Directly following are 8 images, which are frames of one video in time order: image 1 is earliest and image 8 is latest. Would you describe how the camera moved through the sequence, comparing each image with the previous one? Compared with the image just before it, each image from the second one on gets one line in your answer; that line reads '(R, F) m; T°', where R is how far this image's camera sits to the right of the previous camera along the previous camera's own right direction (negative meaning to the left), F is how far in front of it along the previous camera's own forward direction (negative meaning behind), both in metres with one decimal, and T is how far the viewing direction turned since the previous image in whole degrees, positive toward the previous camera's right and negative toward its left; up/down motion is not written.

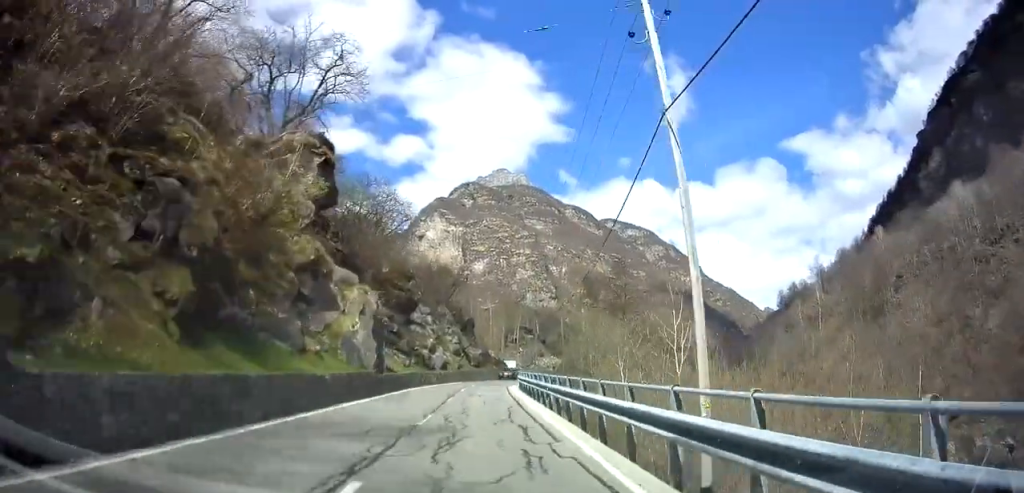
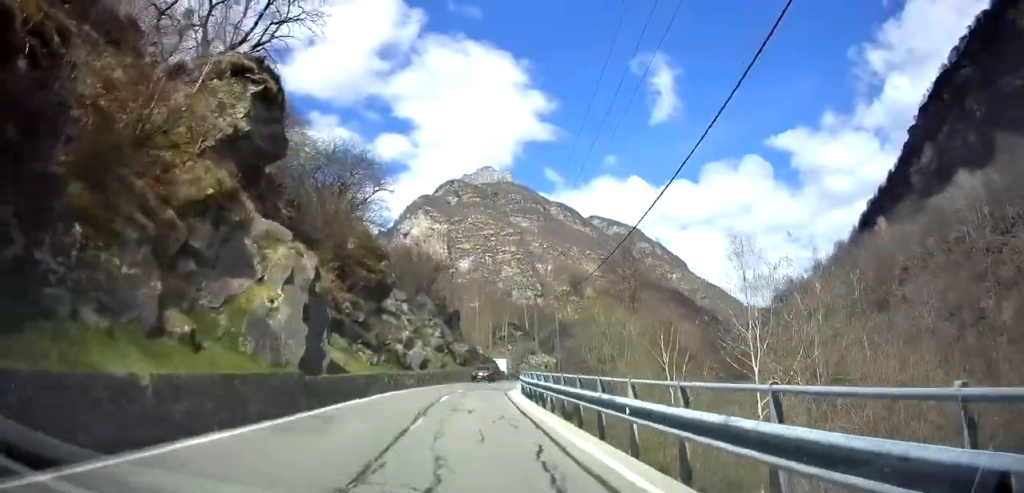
(0.0, +10.4) m; +1°
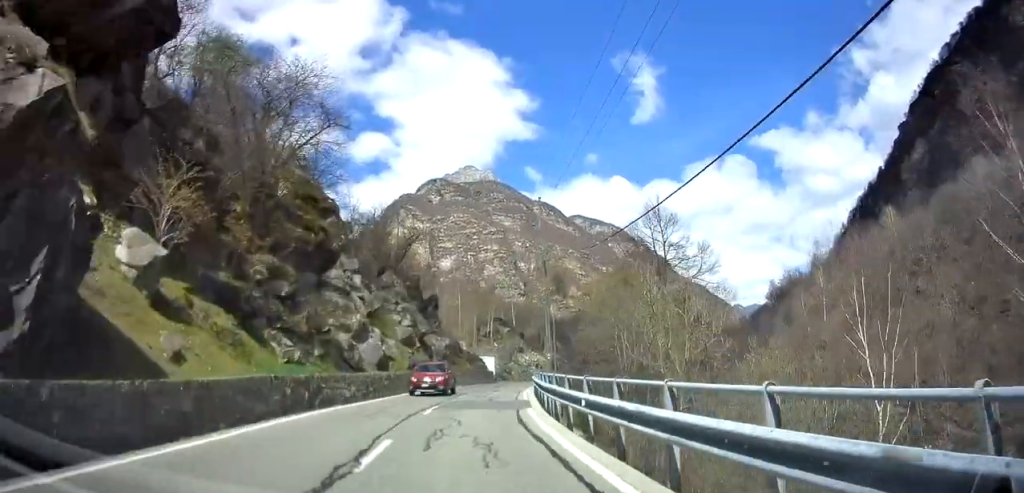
(+0.2, +14.2) m; +3°
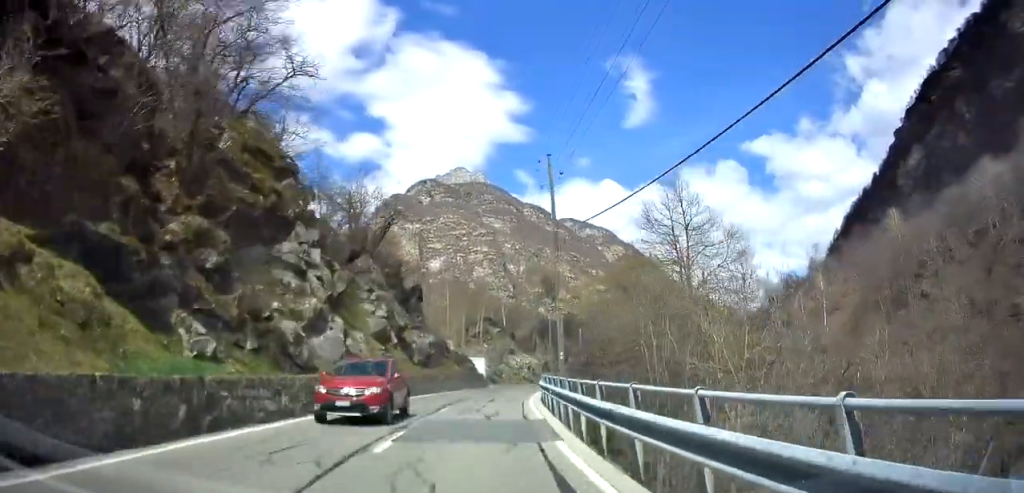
(0.0, +6.9) m; +2°
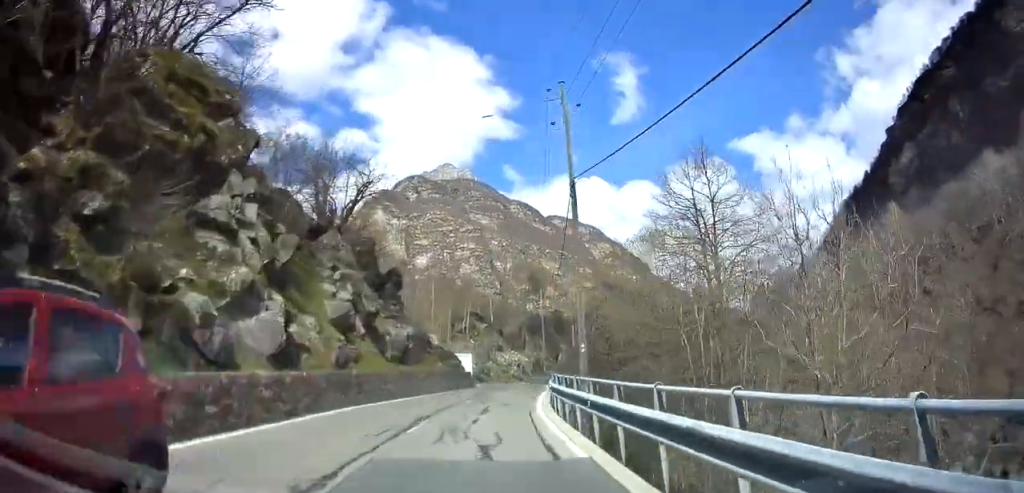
(+0.2, +6.9) m; +2°
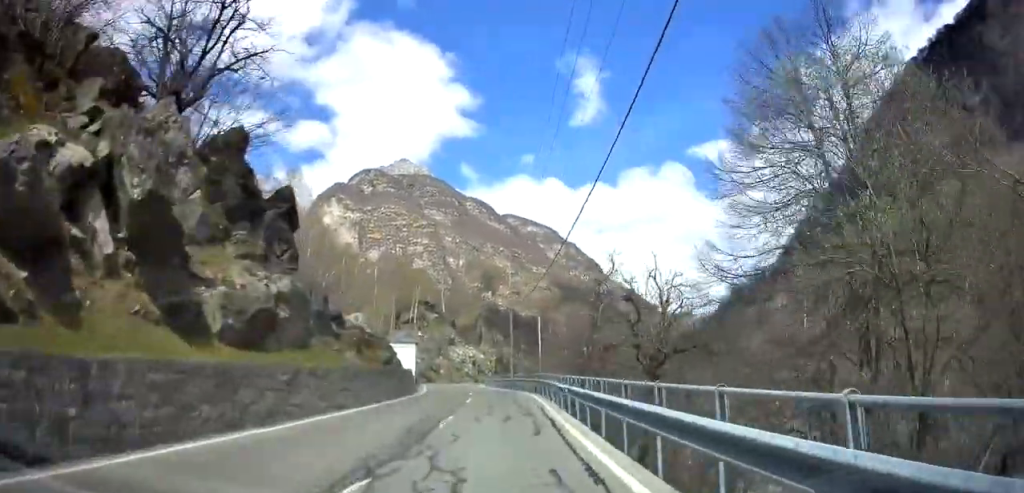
(+0.6, +17.6) m; +3°
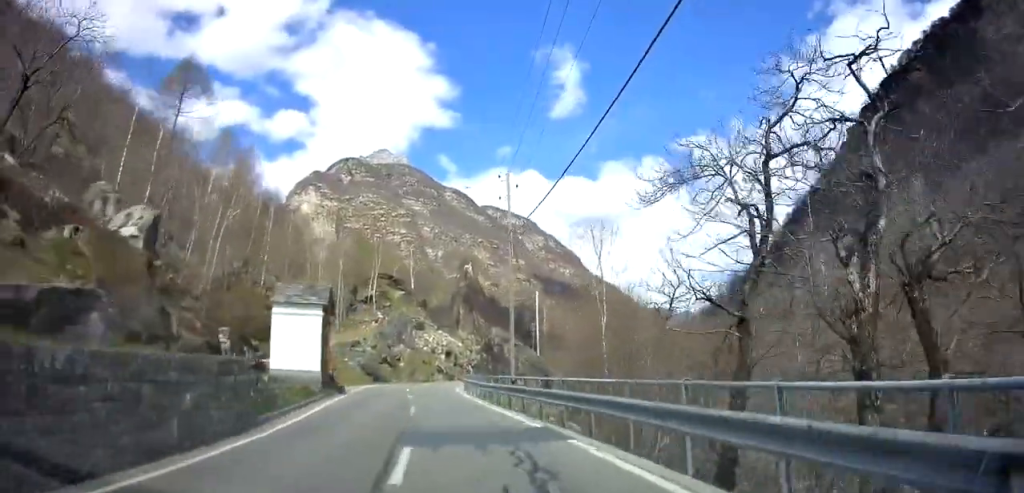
(+0.7, +24.5) m; +2°
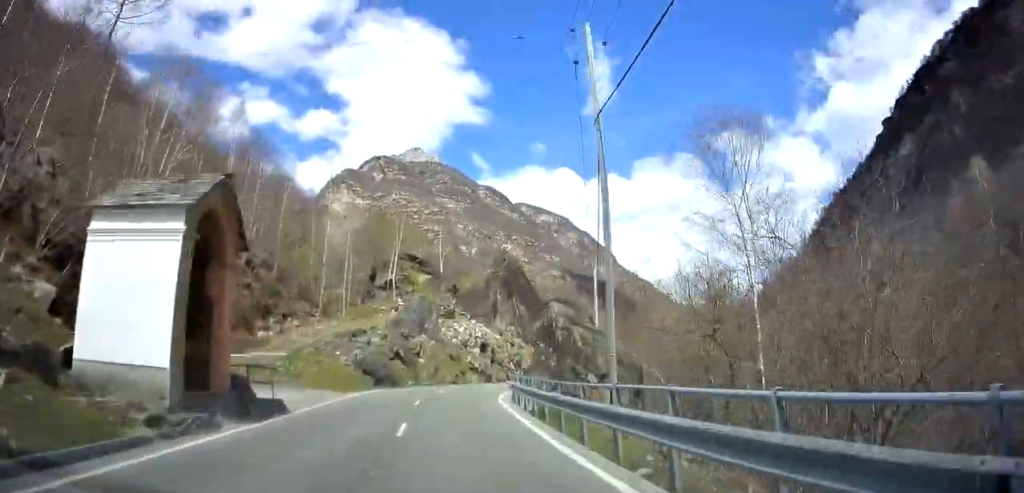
(0.0, +15.0) m; -1°
